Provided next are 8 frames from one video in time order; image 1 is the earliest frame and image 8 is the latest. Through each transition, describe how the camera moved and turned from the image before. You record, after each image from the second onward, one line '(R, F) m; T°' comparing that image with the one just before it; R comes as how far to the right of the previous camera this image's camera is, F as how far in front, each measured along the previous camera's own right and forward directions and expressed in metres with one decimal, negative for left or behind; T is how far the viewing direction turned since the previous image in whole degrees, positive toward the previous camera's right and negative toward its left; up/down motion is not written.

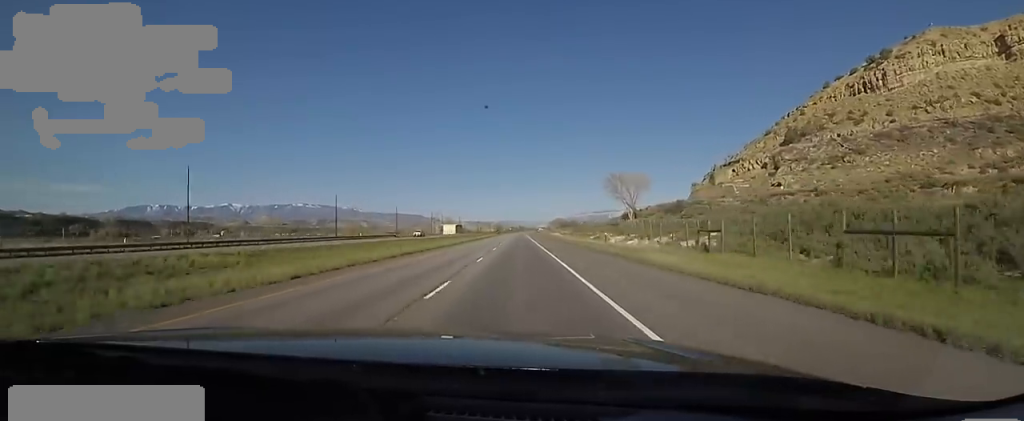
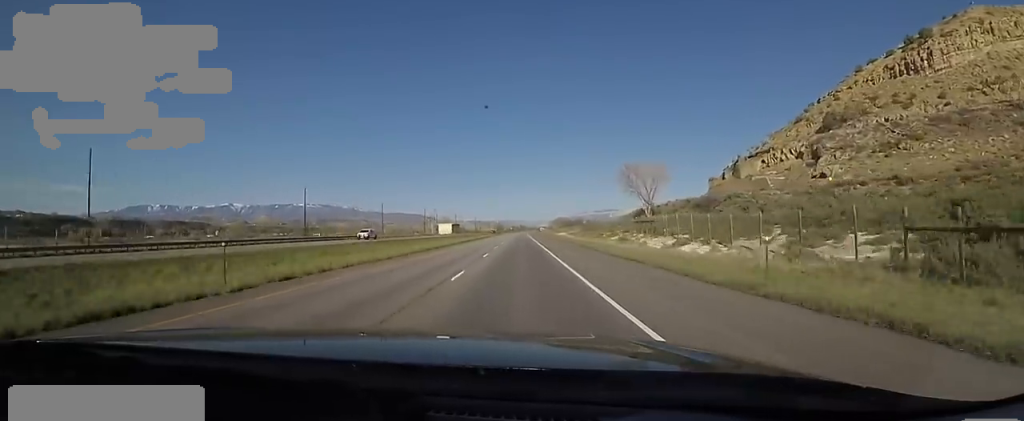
(+0.3, +20.9) m; 0°
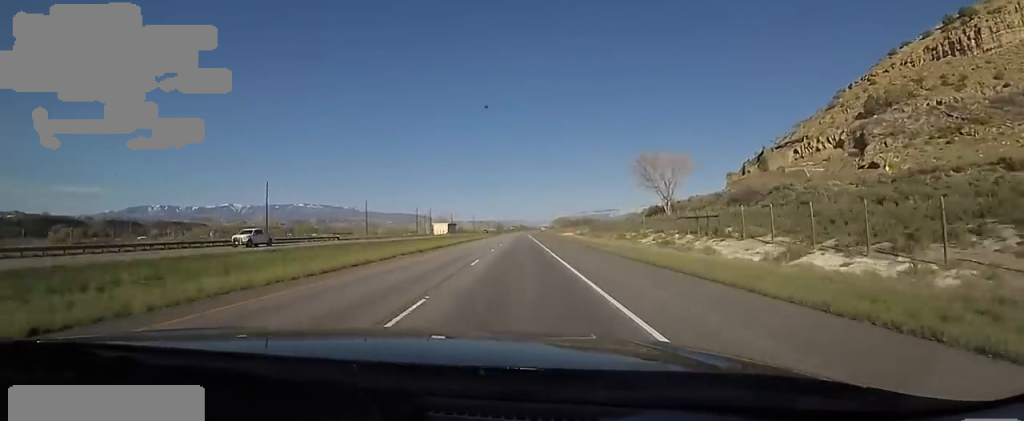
(-0.8, +18.5) m; 0°
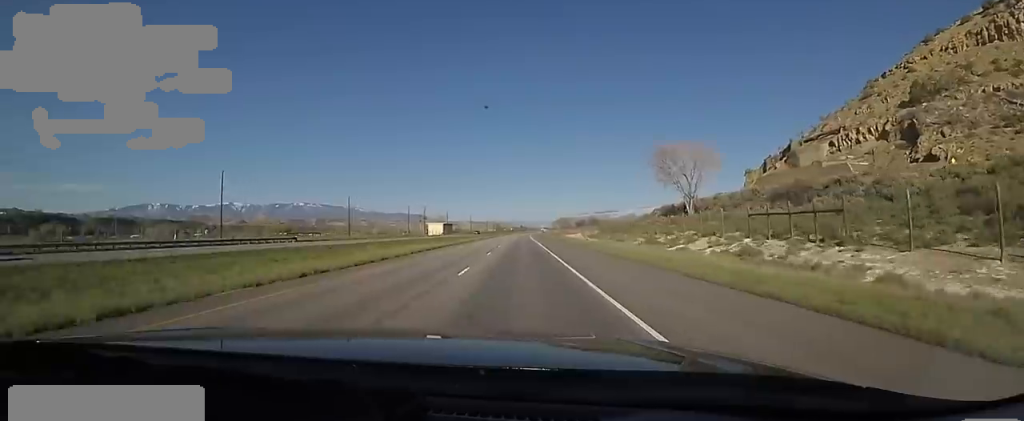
(-0.1, +16.2) m; 0°
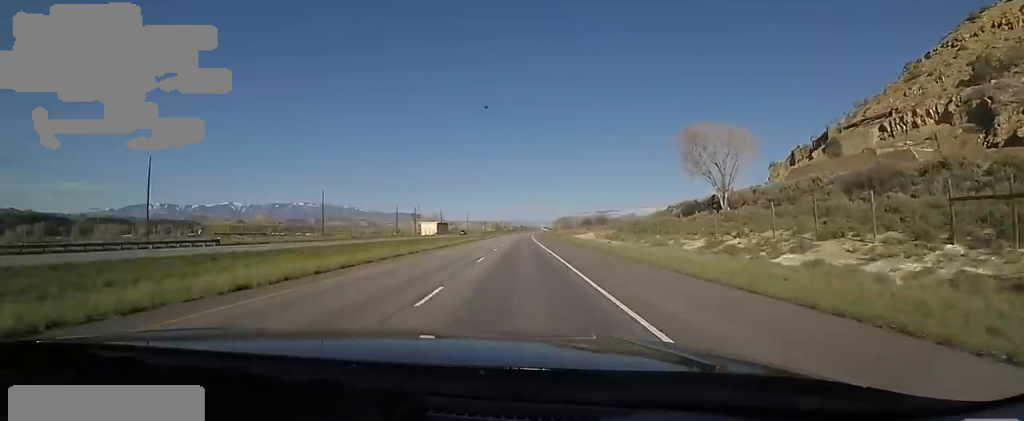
(+0.8, +18.6) m; 0°
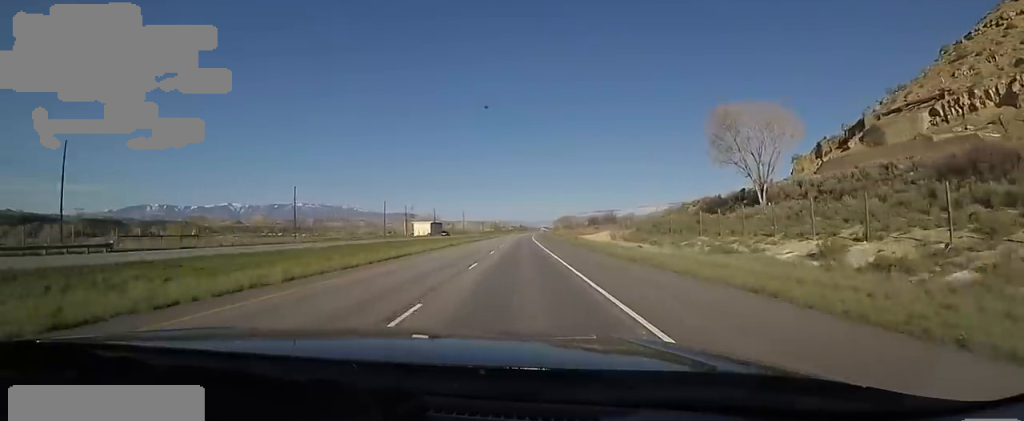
(+0.2, +15.1) m; 0°
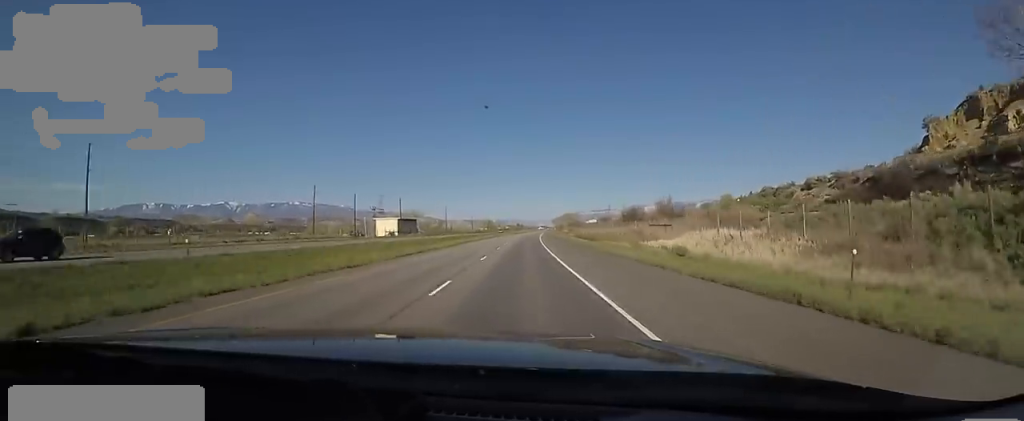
(-2.0, +56.1) m; -1°
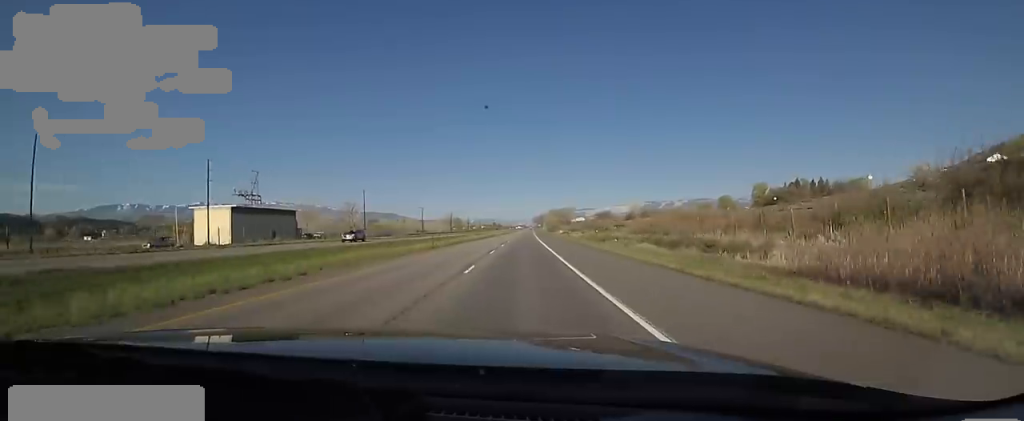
(+4.4, +91.6) m; +3°
